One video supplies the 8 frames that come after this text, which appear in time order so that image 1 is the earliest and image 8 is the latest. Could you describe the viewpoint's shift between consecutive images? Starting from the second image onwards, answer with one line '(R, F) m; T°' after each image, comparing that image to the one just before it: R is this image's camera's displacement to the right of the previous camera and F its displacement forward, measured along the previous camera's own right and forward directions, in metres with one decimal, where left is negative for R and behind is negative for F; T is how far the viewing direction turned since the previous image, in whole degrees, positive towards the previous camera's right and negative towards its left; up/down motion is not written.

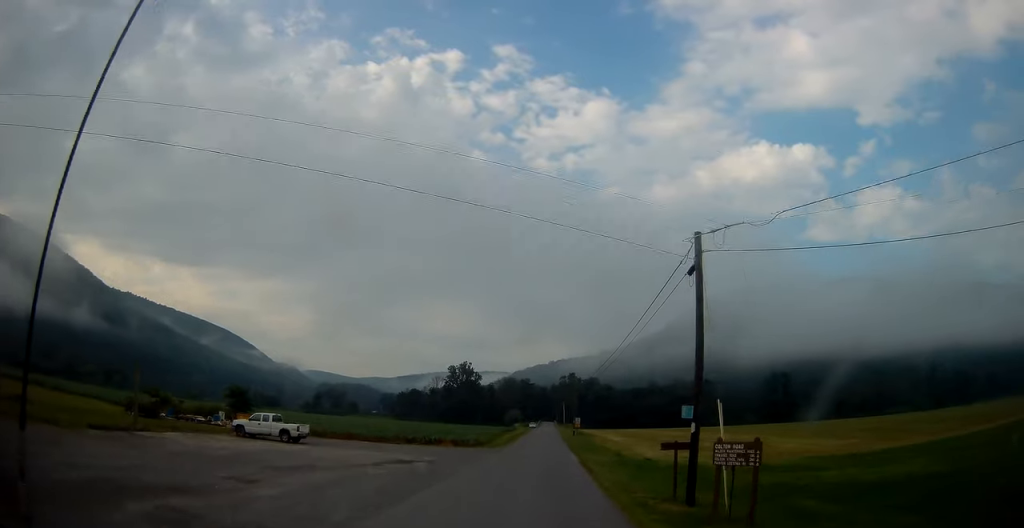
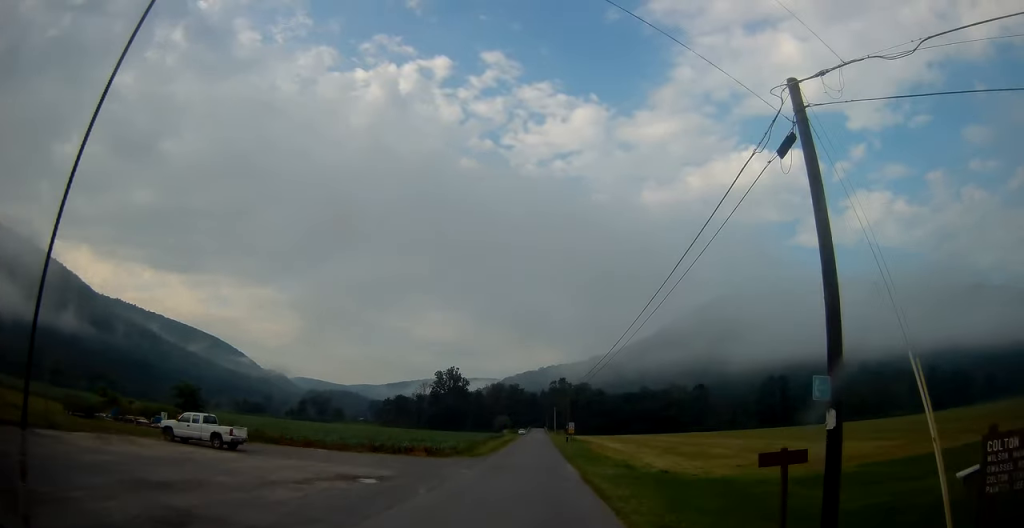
(0.0, +7.1) m; +1°
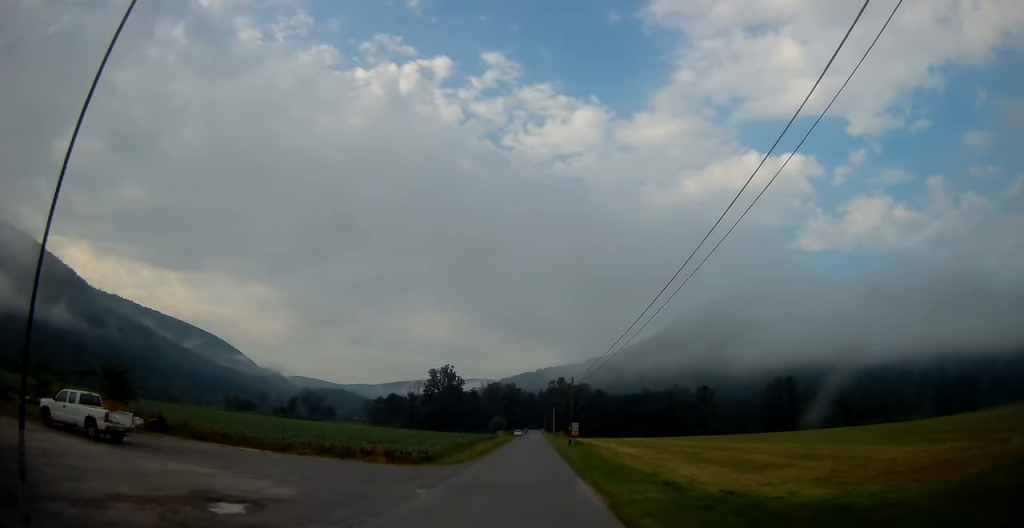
(+0.2, +9.5) m; +1°
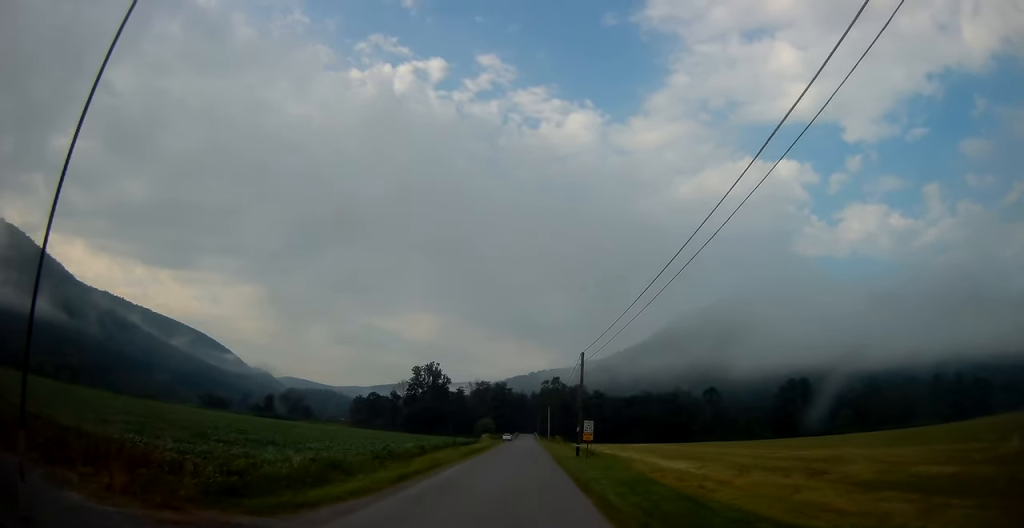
(+0.4, +19.7) m; +2°
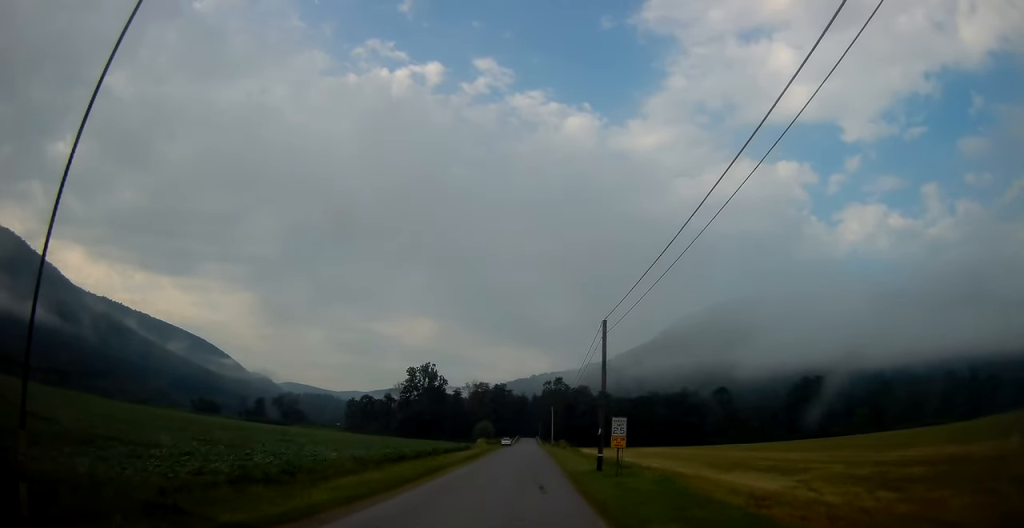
(+0.1, +12.1) m; 0°
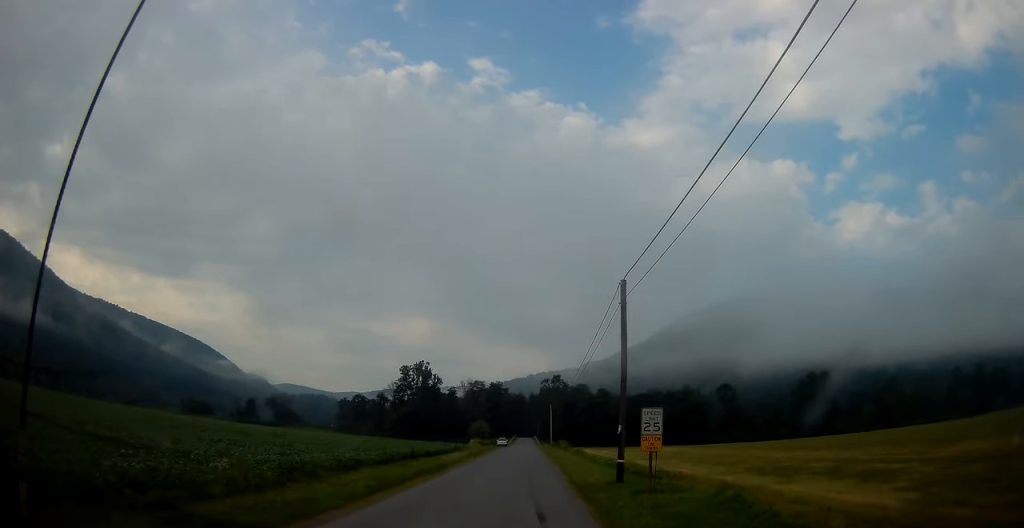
(0.0, +7.1) m; 0°
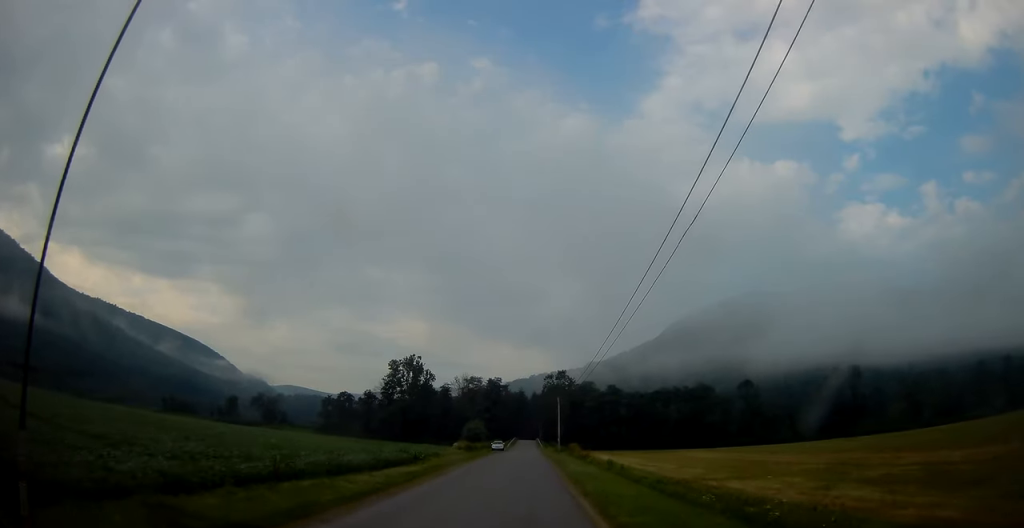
(0.0, +20.5) m; 0°
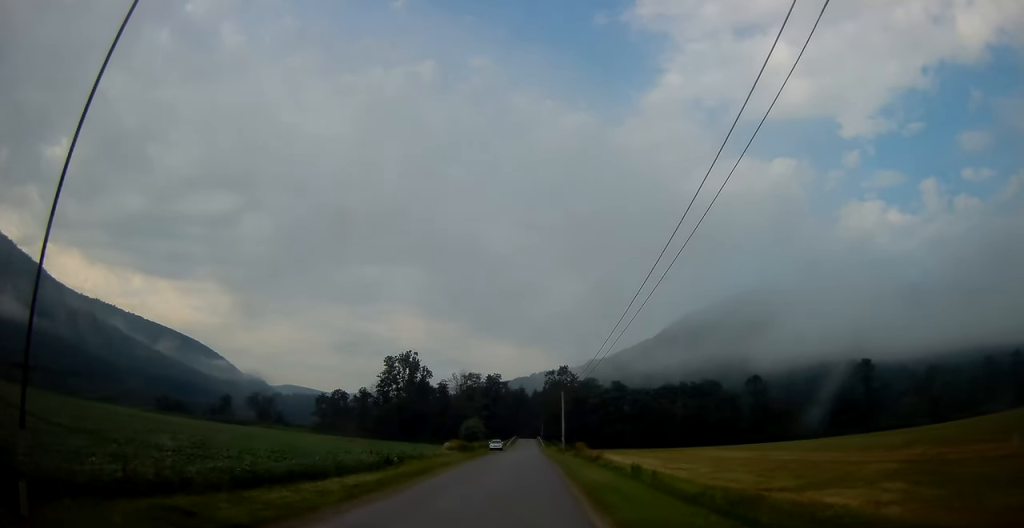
(0.0, +7.3) m; 0°
